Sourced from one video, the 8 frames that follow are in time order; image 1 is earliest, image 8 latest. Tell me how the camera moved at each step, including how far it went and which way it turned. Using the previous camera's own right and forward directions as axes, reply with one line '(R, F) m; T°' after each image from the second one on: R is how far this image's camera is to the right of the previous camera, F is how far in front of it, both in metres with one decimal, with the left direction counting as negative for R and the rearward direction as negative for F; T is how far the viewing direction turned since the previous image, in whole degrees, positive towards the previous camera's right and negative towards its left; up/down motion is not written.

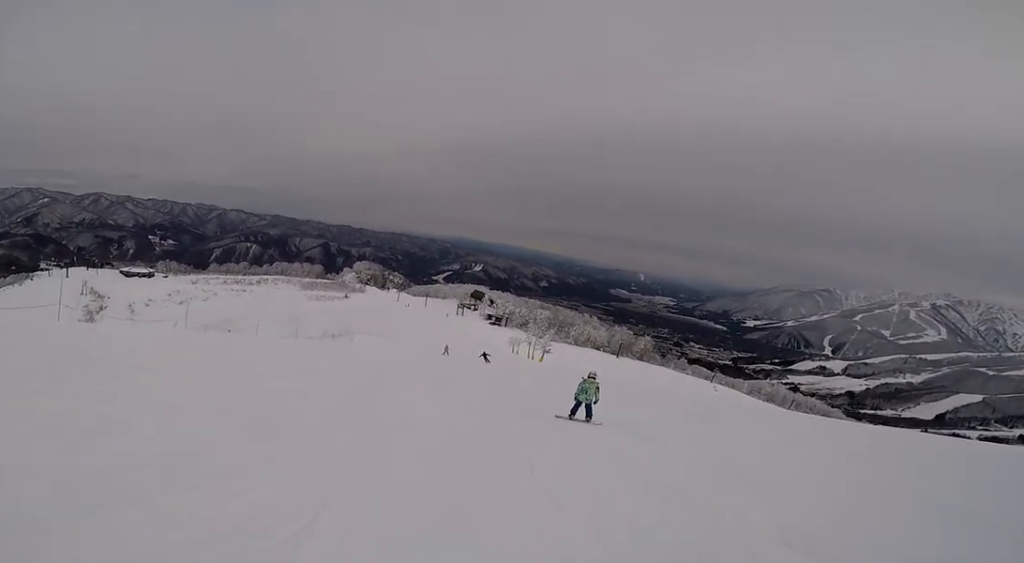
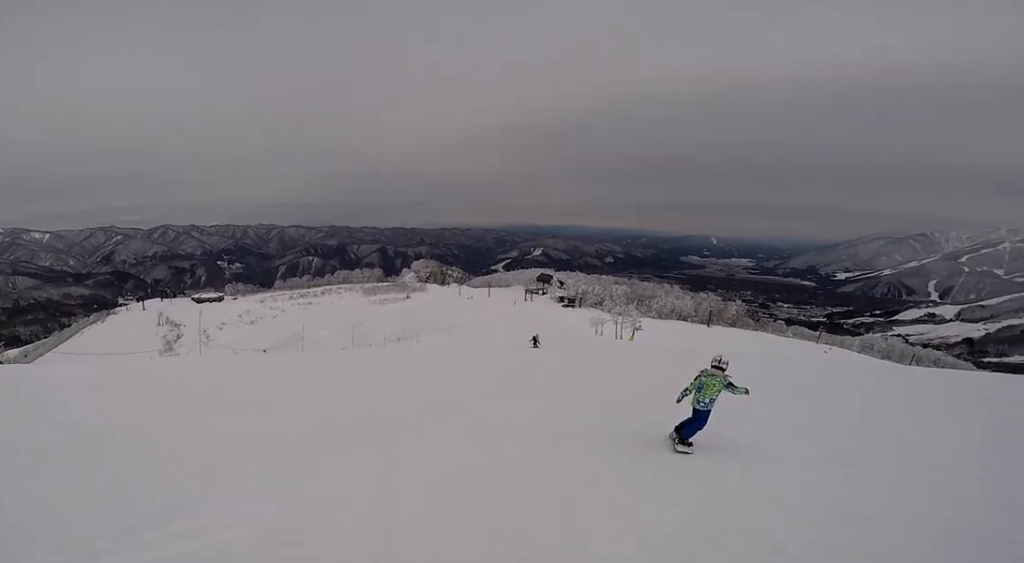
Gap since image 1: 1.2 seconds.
(+0.3, +9.2) m; +10°
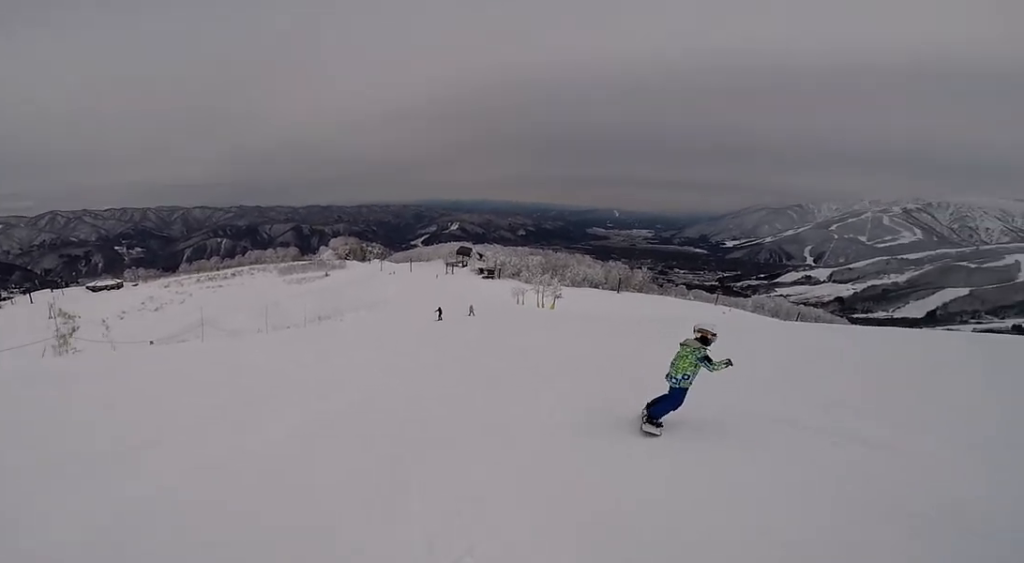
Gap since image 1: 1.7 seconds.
(+0.4, +3.7) m; +6°
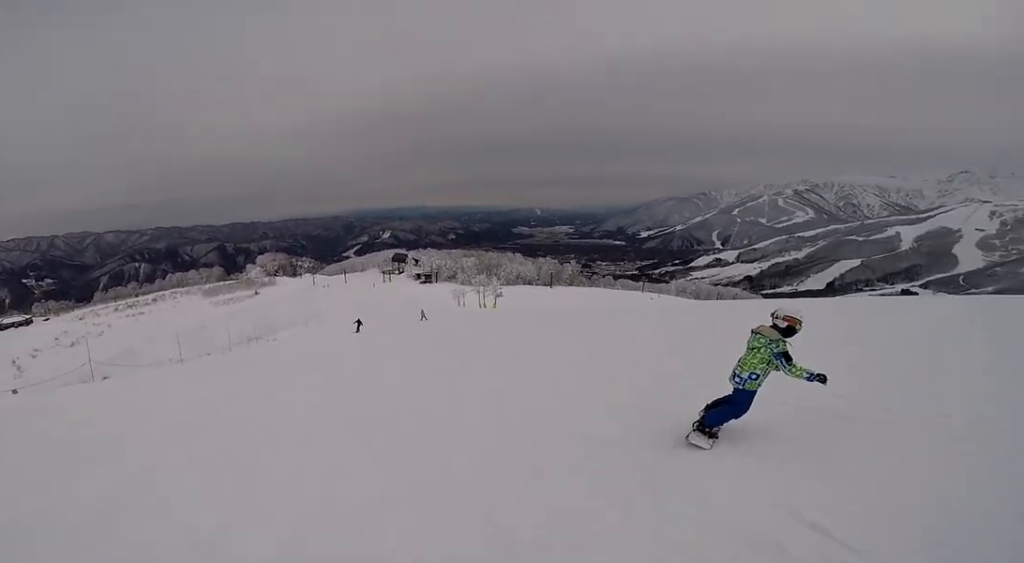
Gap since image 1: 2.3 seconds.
(+0.2, +4.1) m; +4°
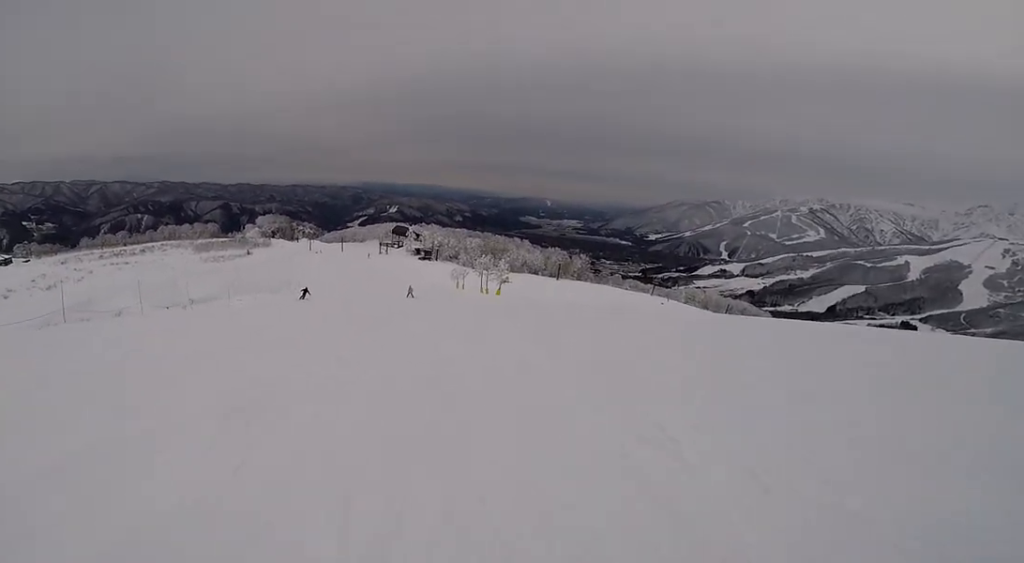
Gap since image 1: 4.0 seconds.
(0.0, +13.3) m; -11°
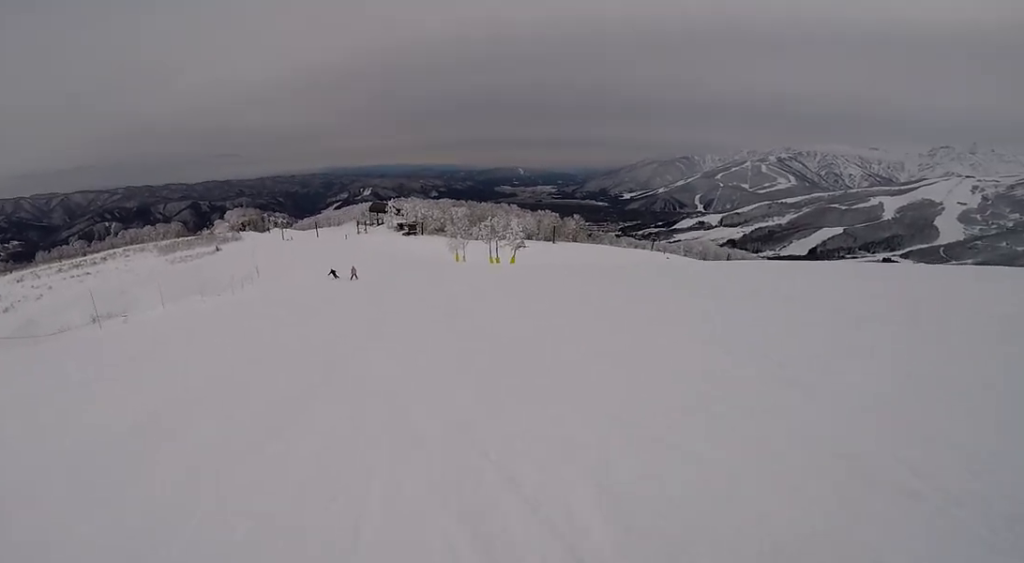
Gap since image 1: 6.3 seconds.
(-0.9, +17.4) m; -4°
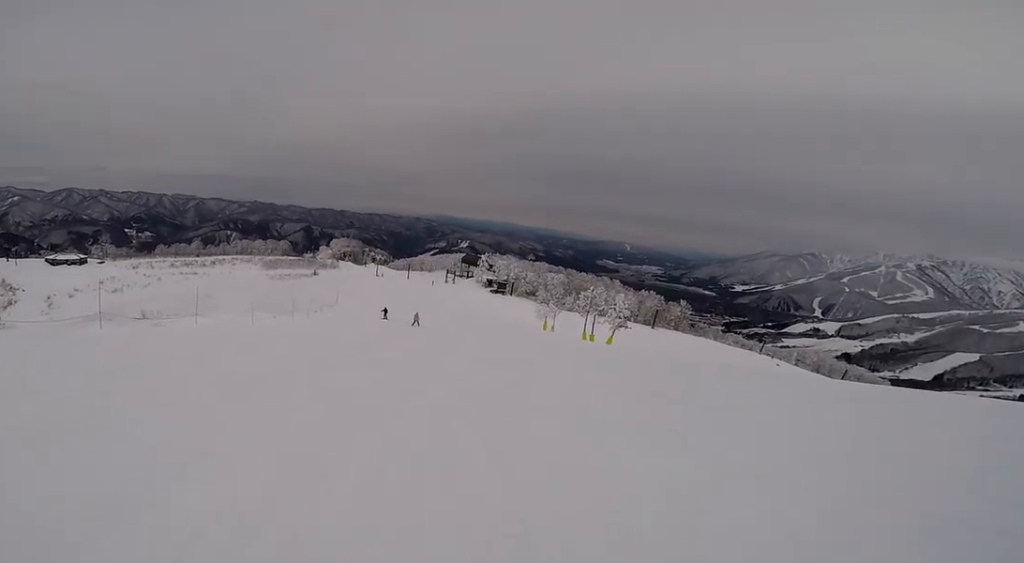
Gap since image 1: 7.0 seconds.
(-0.6, +6.3) m; -5°
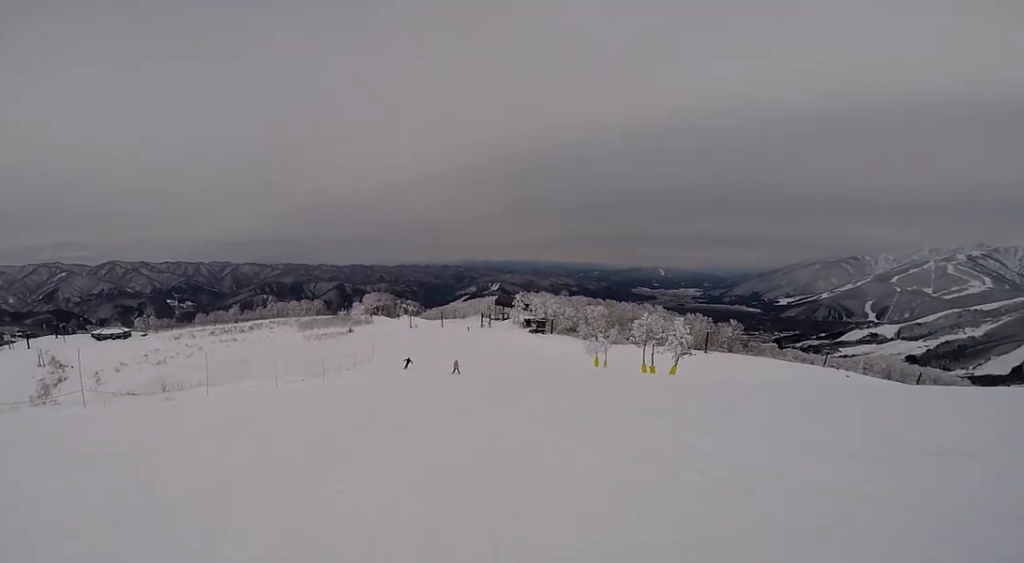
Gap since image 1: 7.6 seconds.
(0.0, +4.5) m; +3°
